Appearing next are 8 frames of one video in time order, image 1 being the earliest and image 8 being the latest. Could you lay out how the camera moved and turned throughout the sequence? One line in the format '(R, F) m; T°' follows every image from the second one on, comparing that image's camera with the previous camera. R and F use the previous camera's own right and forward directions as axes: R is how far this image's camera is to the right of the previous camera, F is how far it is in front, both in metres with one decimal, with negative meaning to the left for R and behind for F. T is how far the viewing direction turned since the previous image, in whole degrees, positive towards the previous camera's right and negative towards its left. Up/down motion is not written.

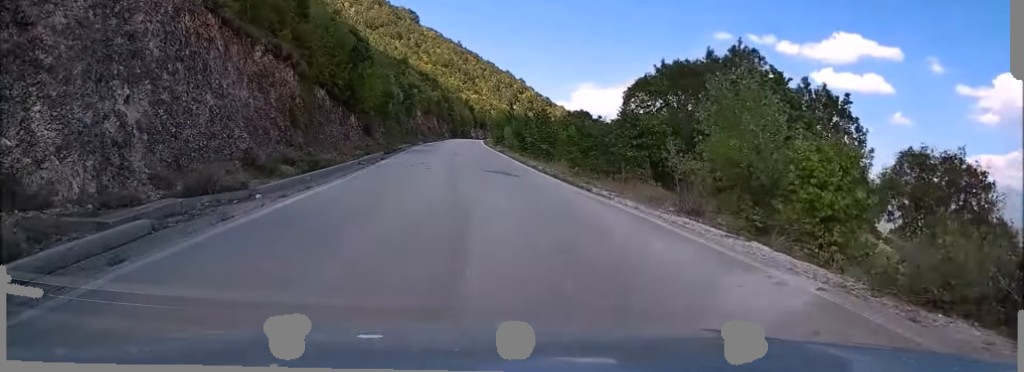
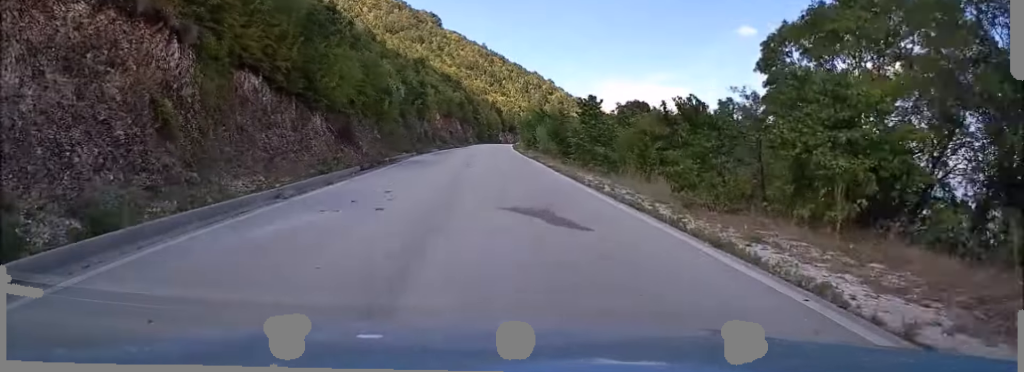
(-0.6, +14.9) m; -4°
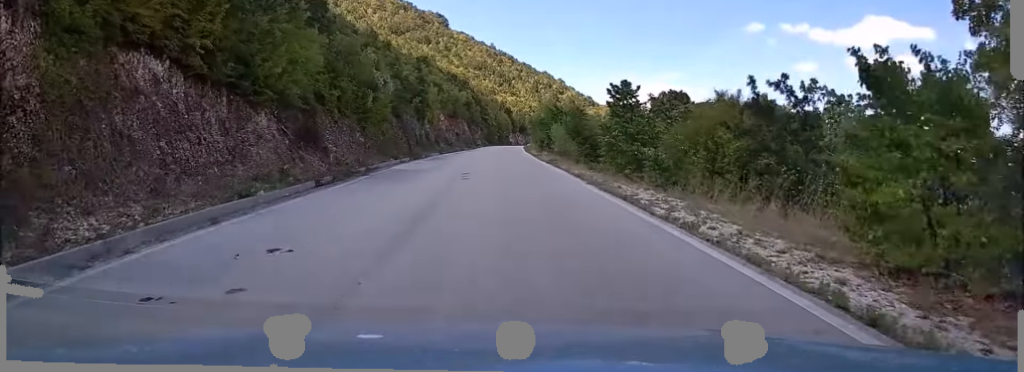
(-0.3, +9.1) m; -1°
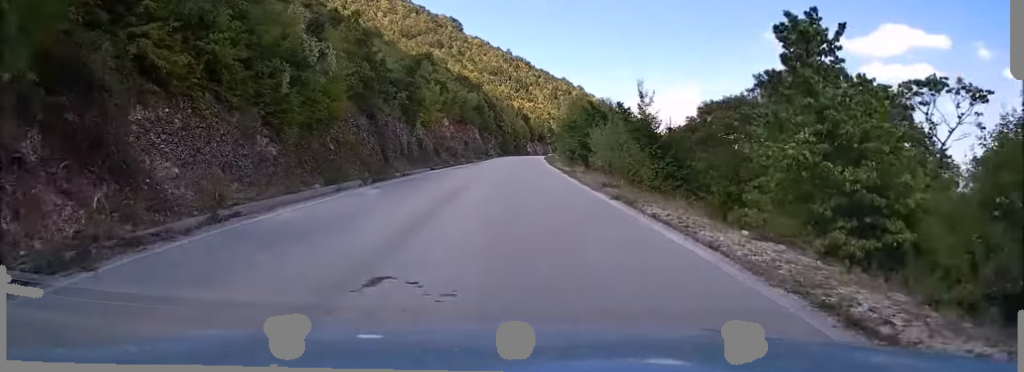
(-0.1, +18.2) m; 0°
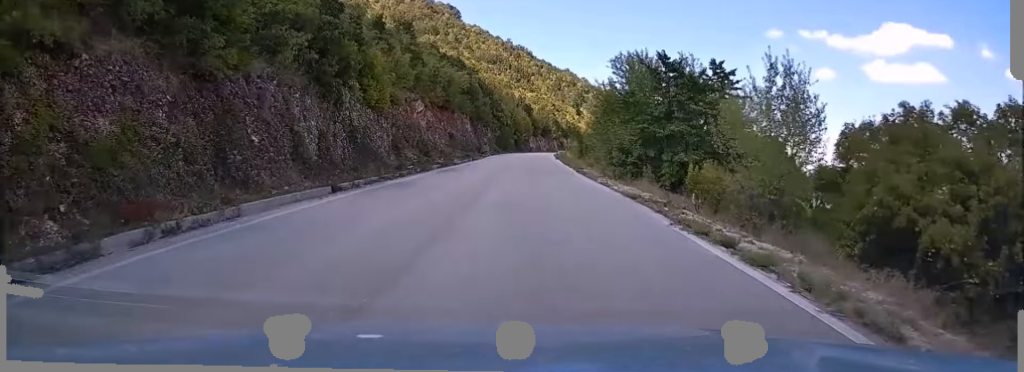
(+0.4, +24.8) m; +1°
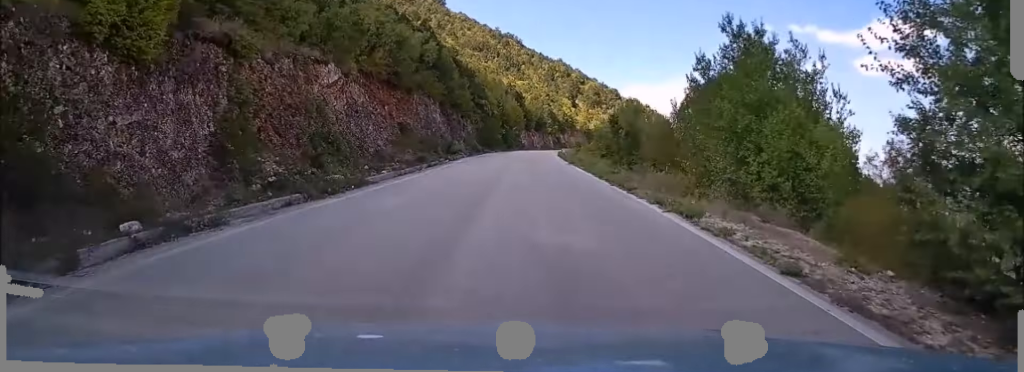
(+0.2, +27.2) m; +1°
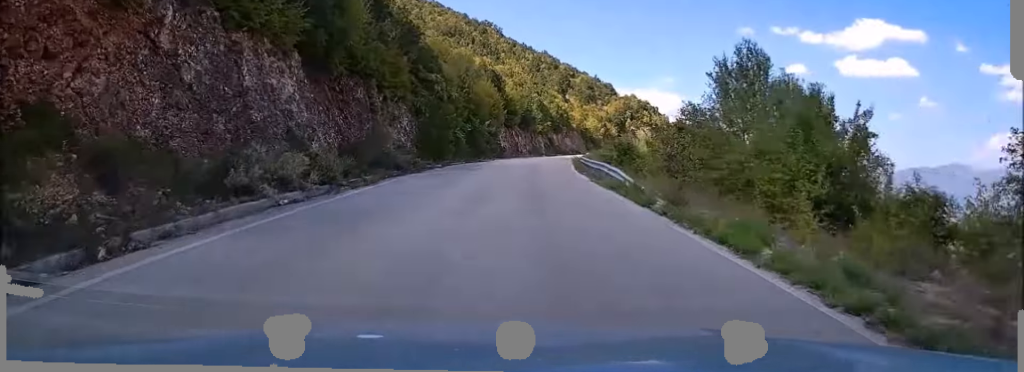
(+0.8, +41.5) m; +2°
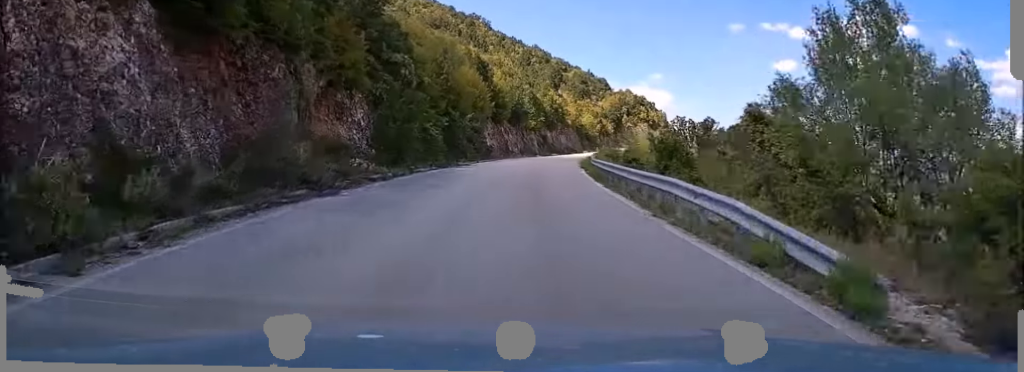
(0.0, +12.9) m; +1°
